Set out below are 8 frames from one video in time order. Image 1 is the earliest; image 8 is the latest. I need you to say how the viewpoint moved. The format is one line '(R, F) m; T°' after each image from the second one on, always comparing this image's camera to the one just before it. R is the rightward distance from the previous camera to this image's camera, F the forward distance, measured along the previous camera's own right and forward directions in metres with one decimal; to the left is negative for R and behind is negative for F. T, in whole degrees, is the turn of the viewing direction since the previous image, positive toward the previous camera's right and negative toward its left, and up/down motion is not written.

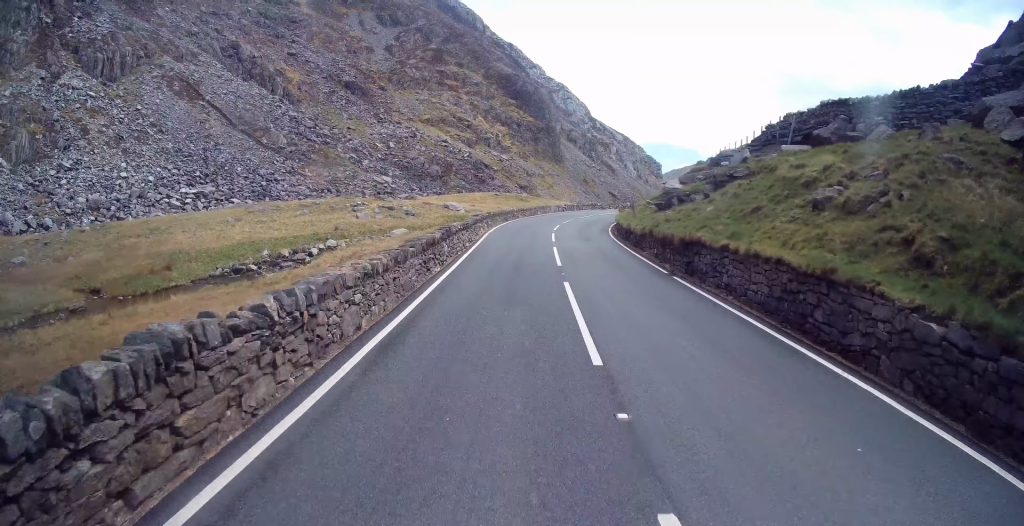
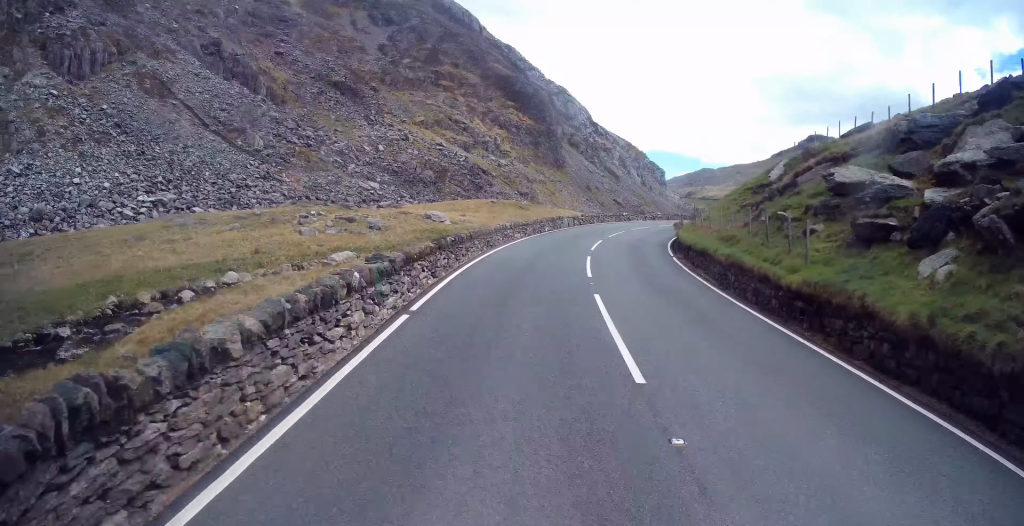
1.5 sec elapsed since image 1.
(-0.4, +18.0) m; -1°
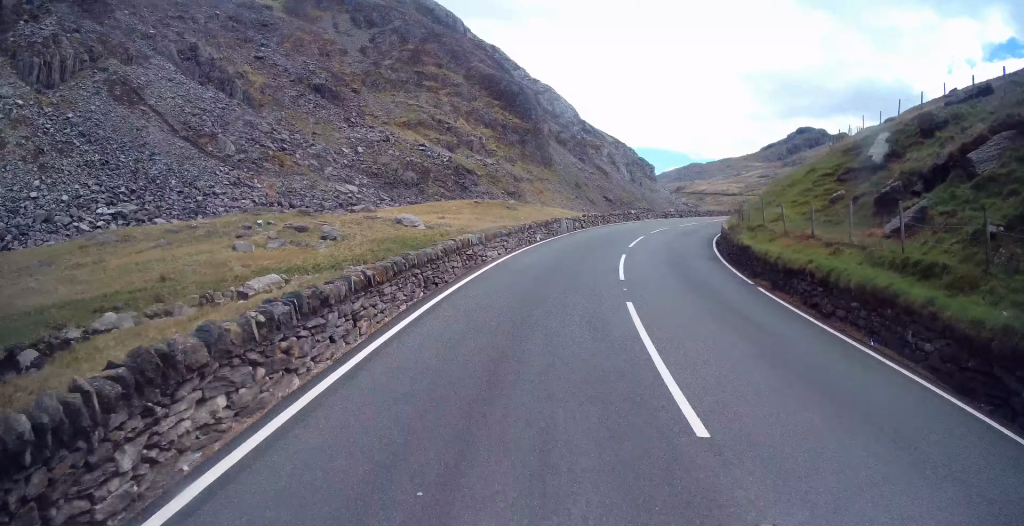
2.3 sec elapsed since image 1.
(0.0, +10.5) m; +1°
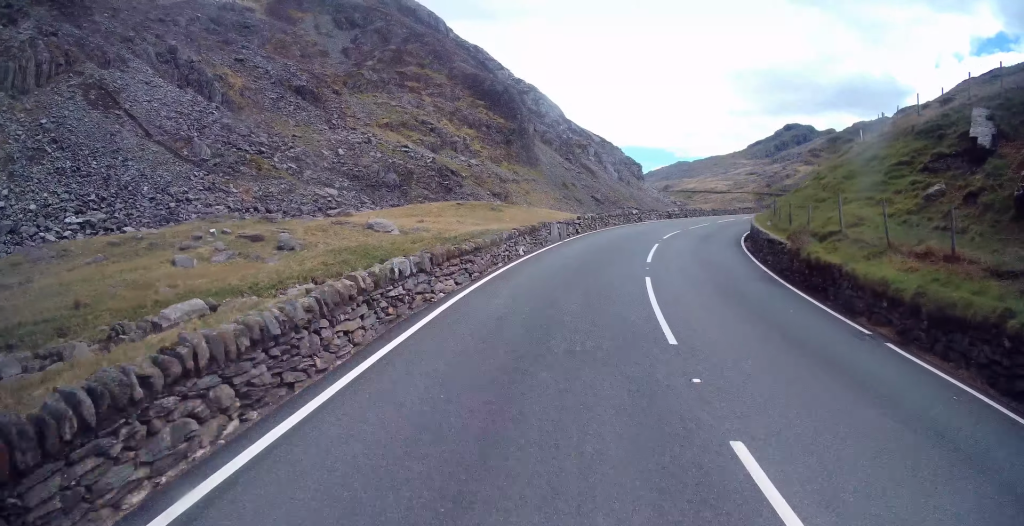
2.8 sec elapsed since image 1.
(+0.1, +6.2) m; +2°
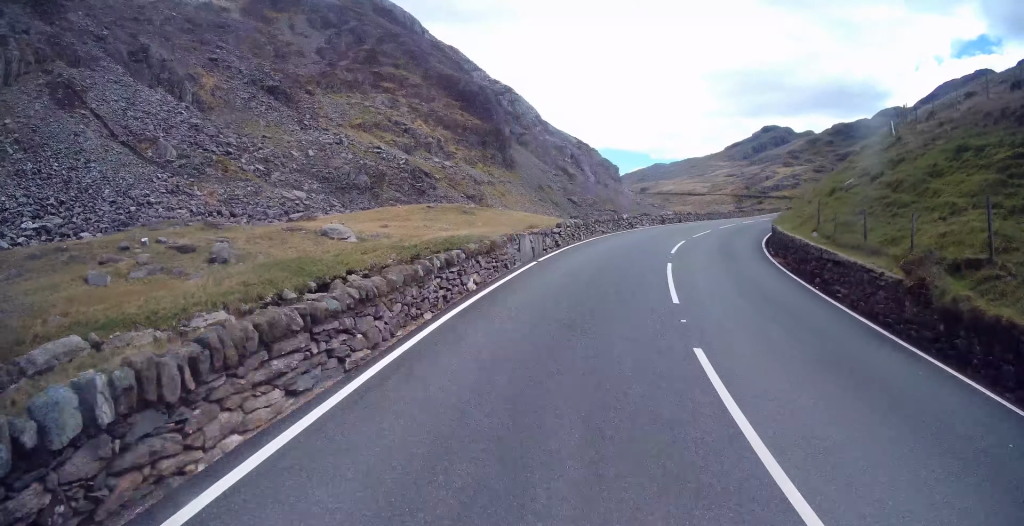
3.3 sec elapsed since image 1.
(-0.2, +6.2) m; +2°
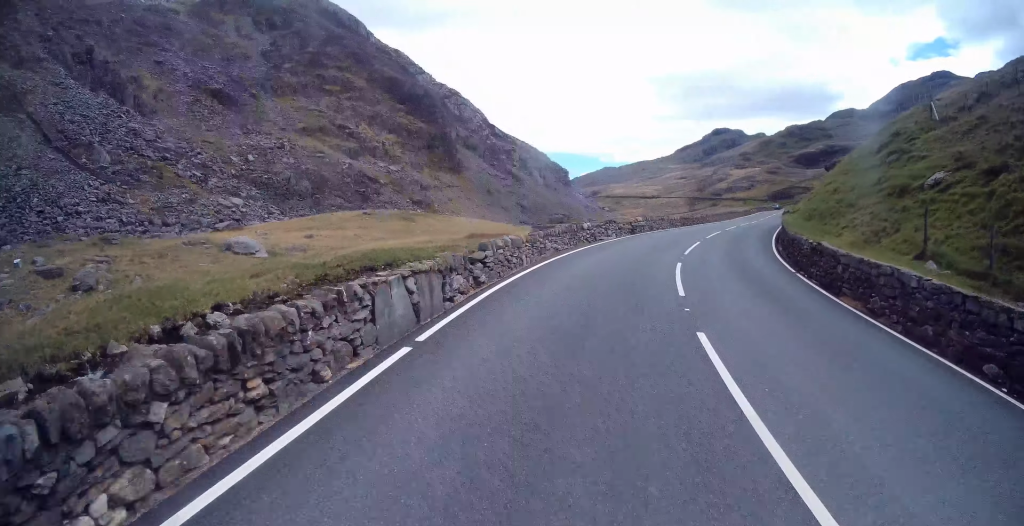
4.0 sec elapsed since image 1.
(+0.6, +8.2) m; +4°
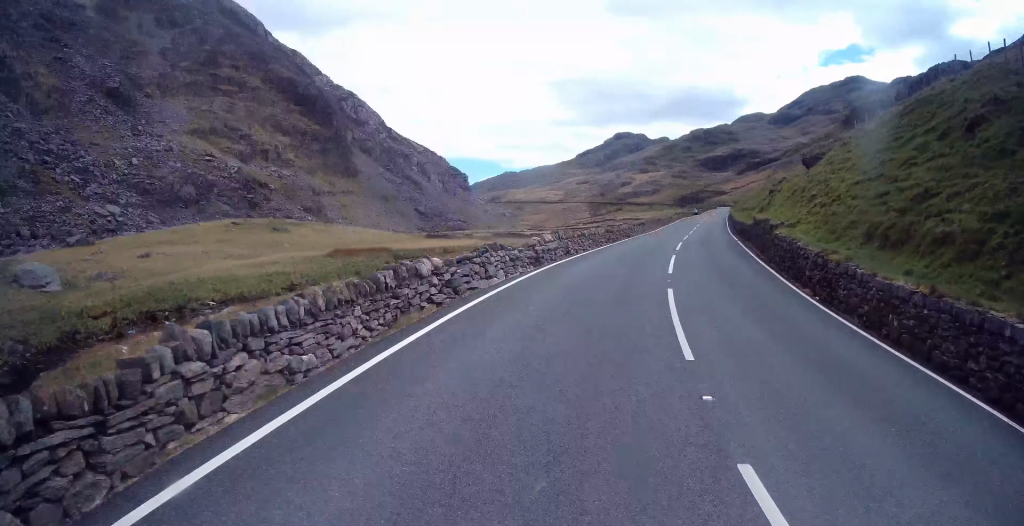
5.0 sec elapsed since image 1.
(+0.6, +12.6) m; +9°
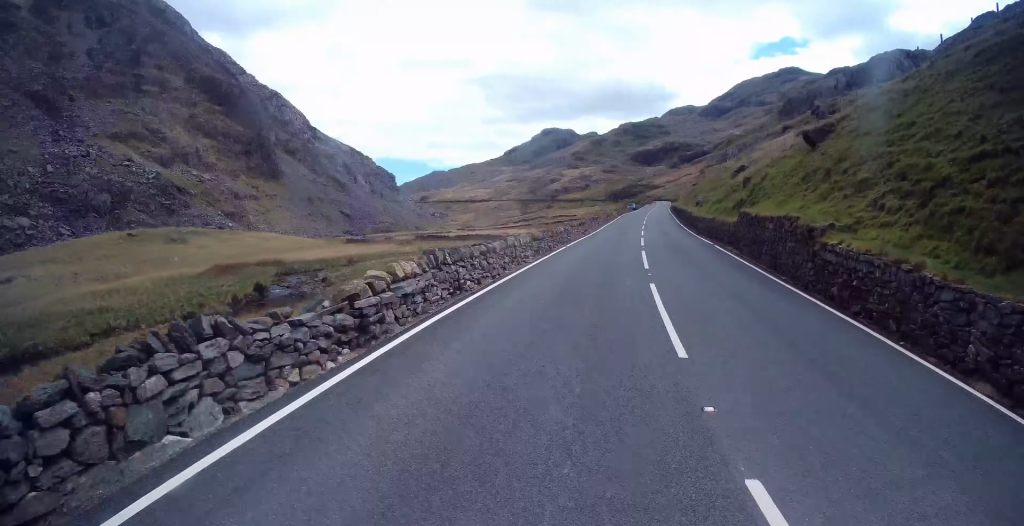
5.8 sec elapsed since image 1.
(+0.7, +9.3) m; +7°
